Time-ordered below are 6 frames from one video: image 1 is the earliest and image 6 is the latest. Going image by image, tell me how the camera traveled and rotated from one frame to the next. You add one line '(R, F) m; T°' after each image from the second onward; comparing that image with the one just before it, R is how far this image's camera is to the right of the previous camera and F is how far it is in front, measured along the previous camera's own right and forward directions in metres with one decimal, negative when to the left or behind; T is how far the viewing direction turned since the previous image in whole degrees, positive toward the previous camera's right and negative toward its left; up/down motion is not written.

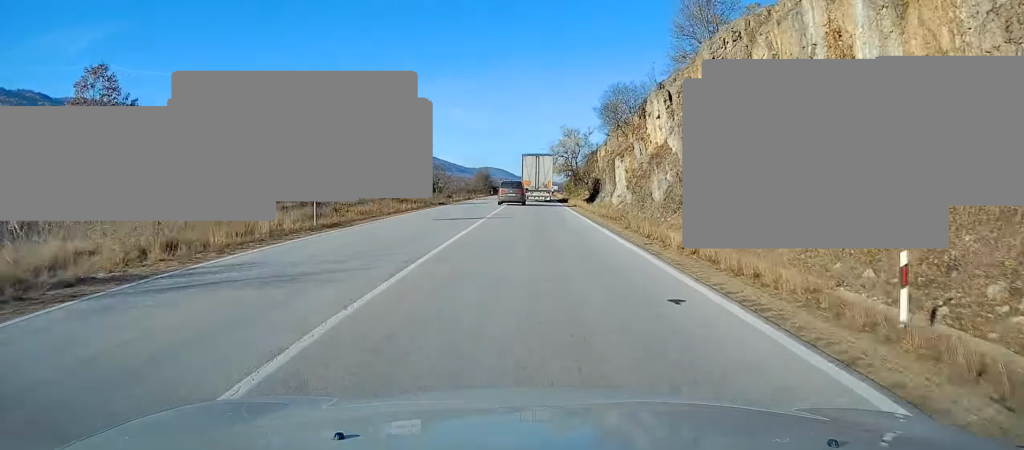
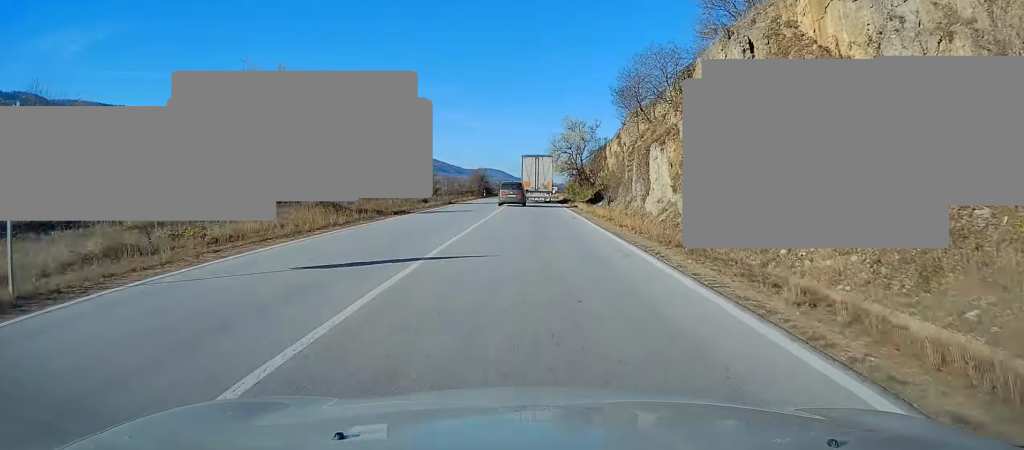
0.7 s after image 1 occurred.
(0.0, +13.7) m; 0°
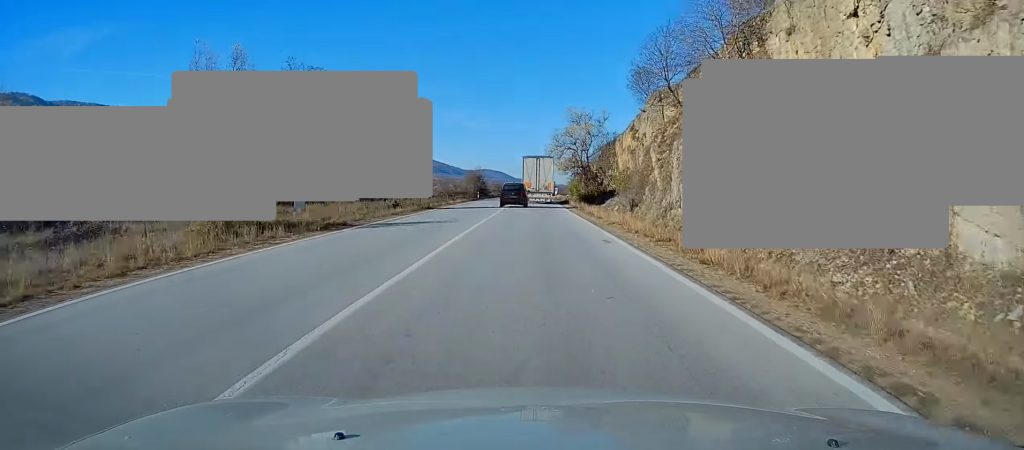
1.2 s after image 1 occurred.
(0.0, +10.3) m; 0°
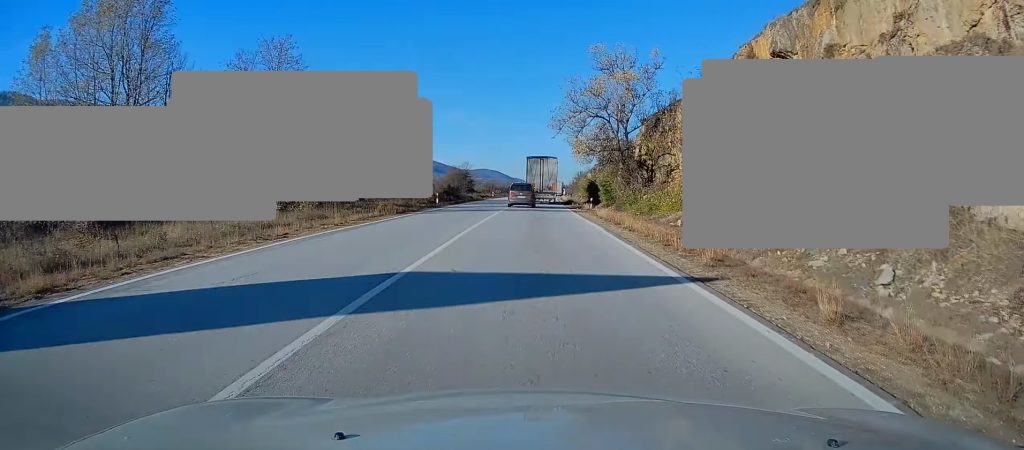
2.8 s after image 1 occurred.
(+0.1, +34.4) m; 0°
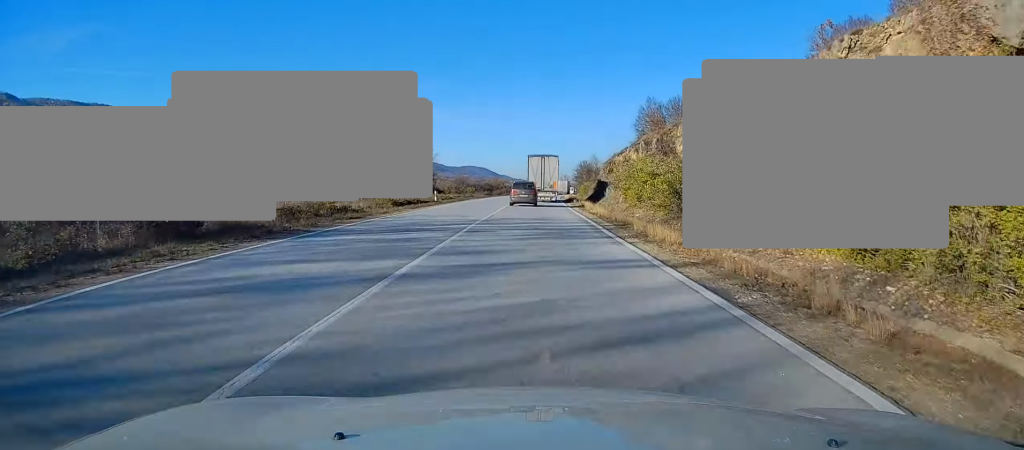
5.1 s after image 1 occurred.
(-0.1, +50.0) m; 0°
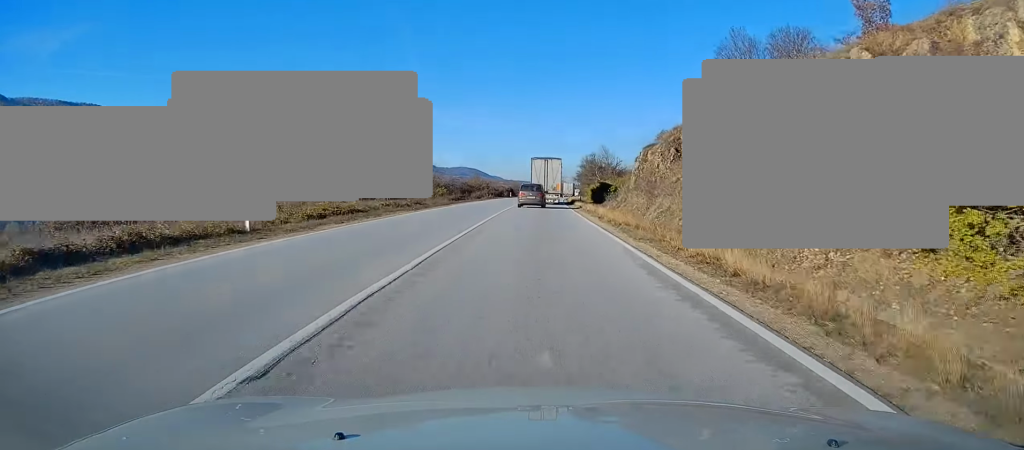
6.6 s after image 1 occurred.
(+0.4, +31.7) m; +2°
